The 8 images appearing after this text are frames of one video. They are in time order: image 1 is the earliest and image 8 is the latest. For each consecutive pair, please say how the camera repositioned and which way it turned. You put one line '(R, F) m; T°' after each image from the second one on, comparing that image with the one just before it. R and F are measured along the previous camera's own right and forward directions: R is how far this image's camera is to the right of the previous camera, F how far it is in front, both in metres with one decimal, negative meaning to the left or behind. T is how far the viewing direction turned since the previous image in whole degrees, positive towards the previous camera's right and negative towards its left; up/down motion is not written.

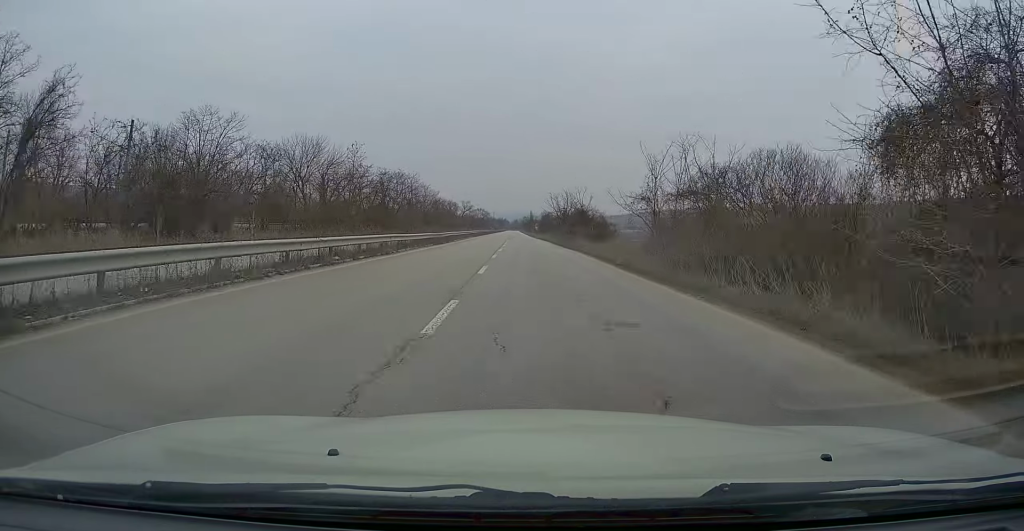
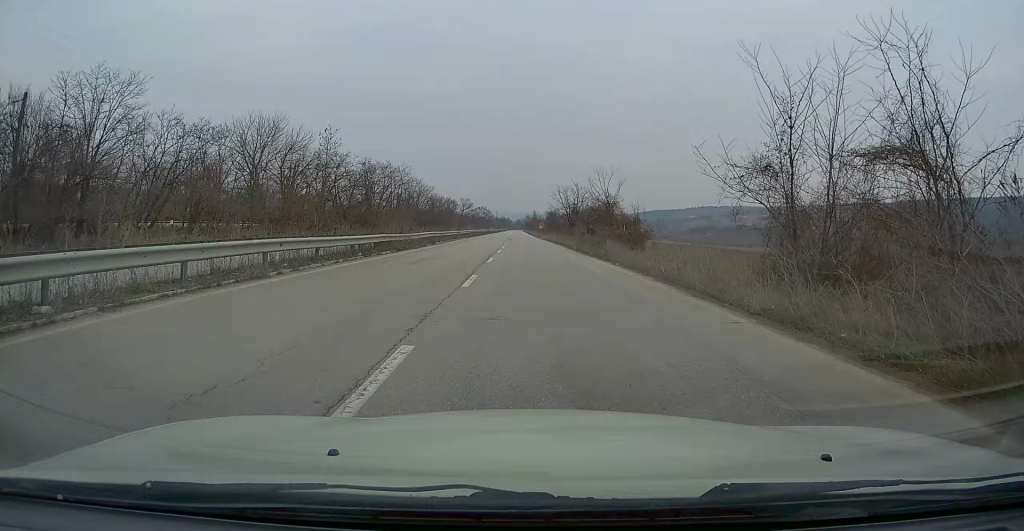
(+0.1, +12.7) m; 0°
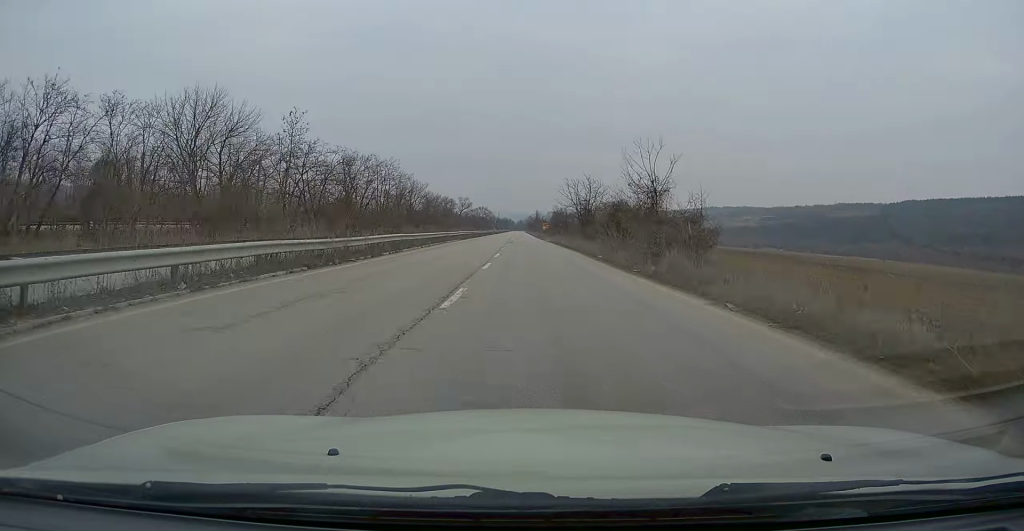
(0.0, +11.7) m; 0°
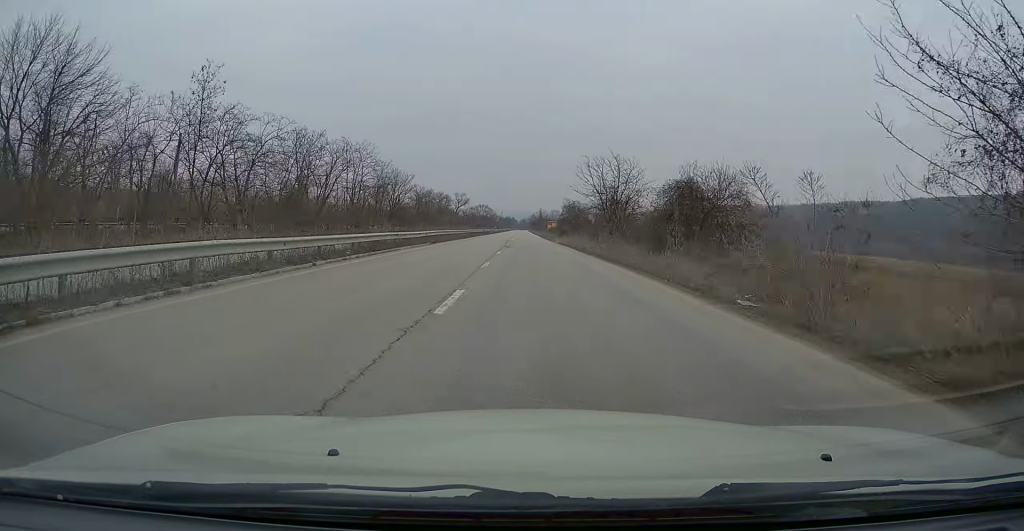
(+0.1, +18.1) m; -1°
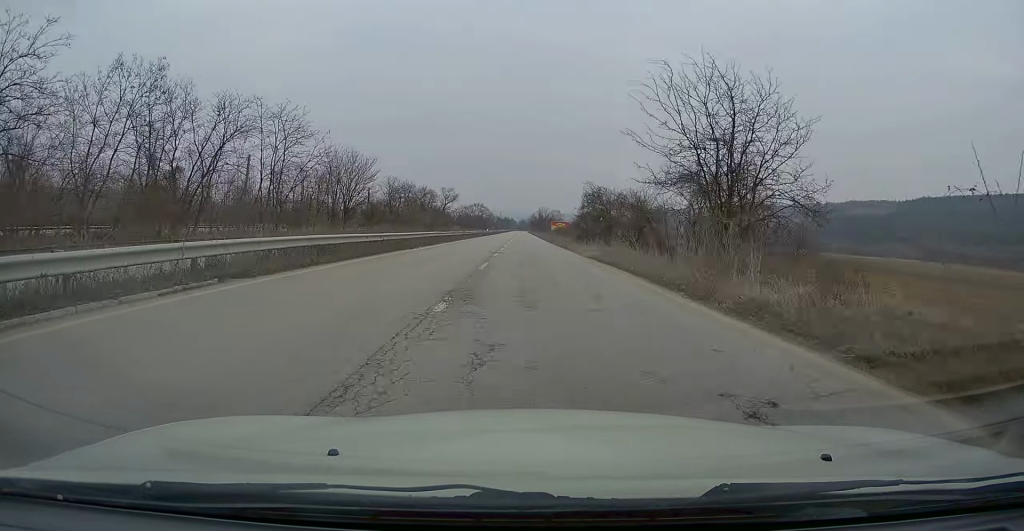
(-0.5, +26.2) m; -1°
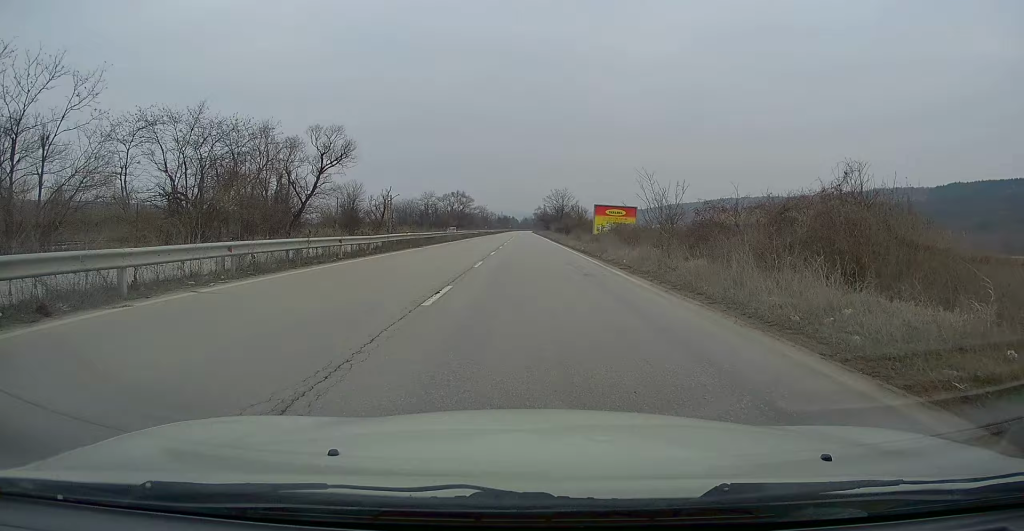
(+1.0, +89.0) m; +1°
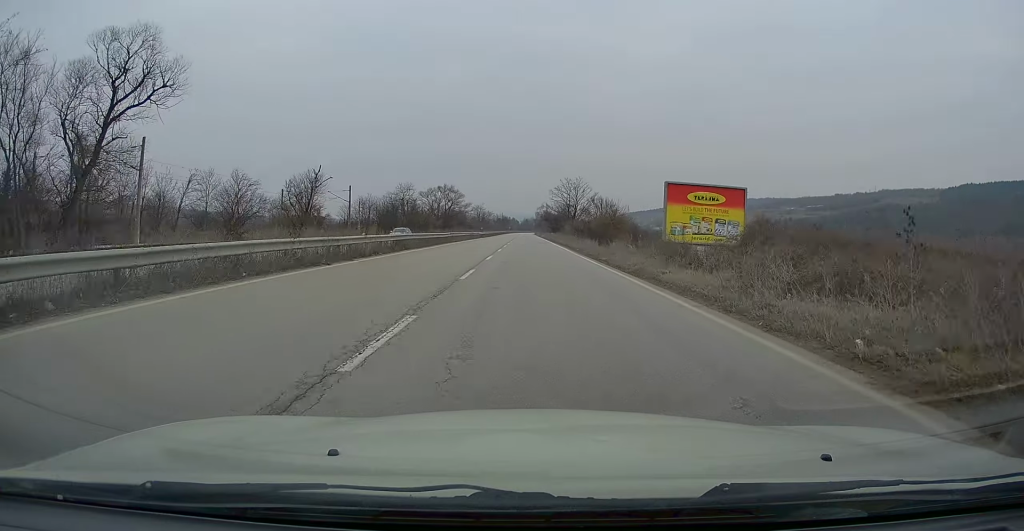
(+0.2, +30.9) m; 0°
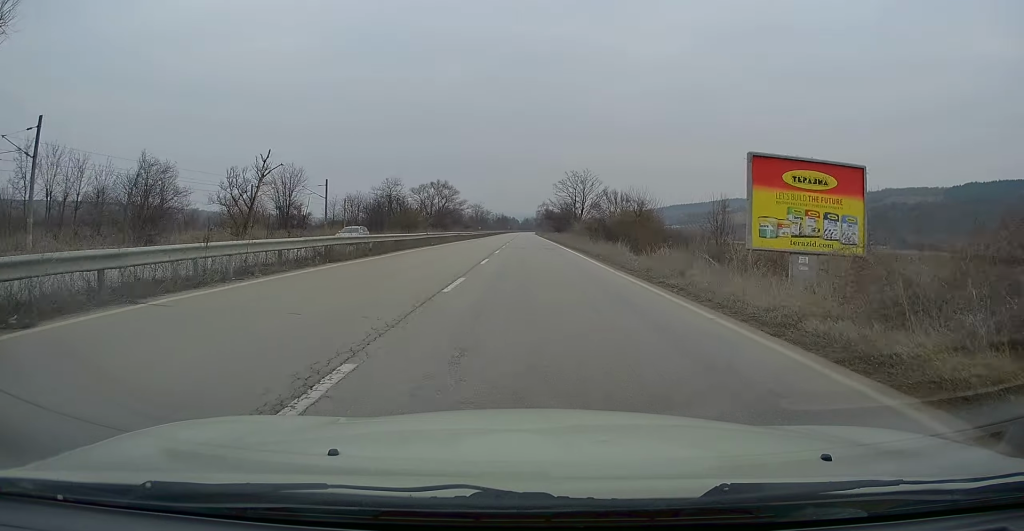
(-0.1, +11.8) m; 0°
